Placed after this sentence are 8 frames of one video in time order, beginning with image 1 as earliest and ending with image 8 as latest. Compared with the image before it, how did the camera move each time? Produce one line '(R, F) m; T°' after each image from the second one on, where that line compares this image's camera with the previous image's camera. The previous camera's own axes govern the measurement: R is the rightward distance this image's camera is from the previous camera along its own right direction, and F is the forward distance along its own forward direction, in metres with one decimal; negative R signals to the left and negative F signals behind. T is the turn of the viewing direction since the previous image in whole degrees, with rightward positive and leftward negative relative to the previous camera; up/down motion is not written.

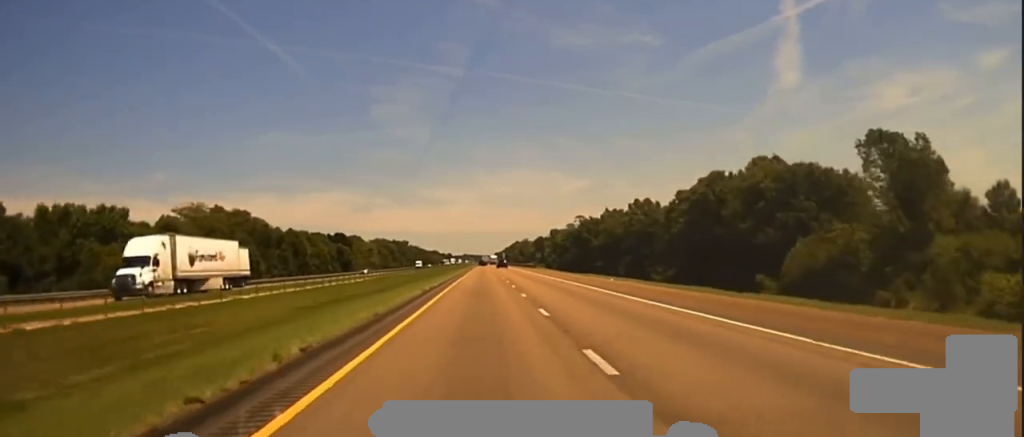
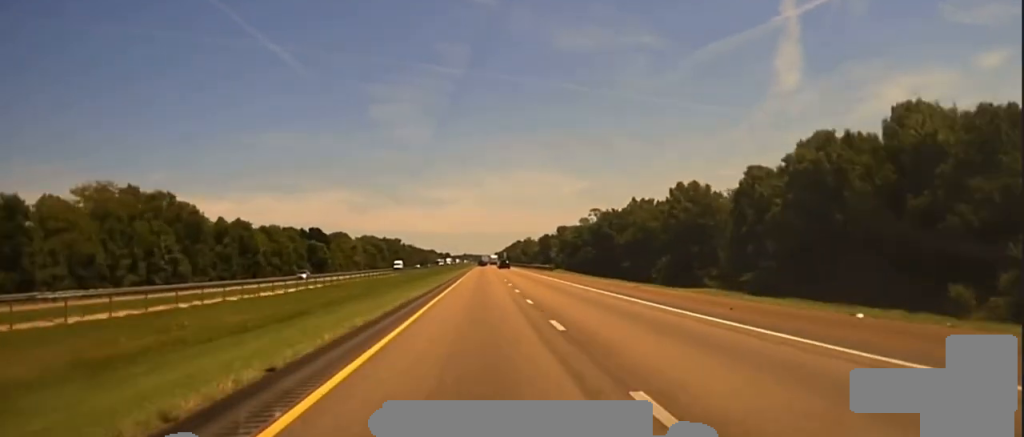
(-0.3, +41.0) m; 0°
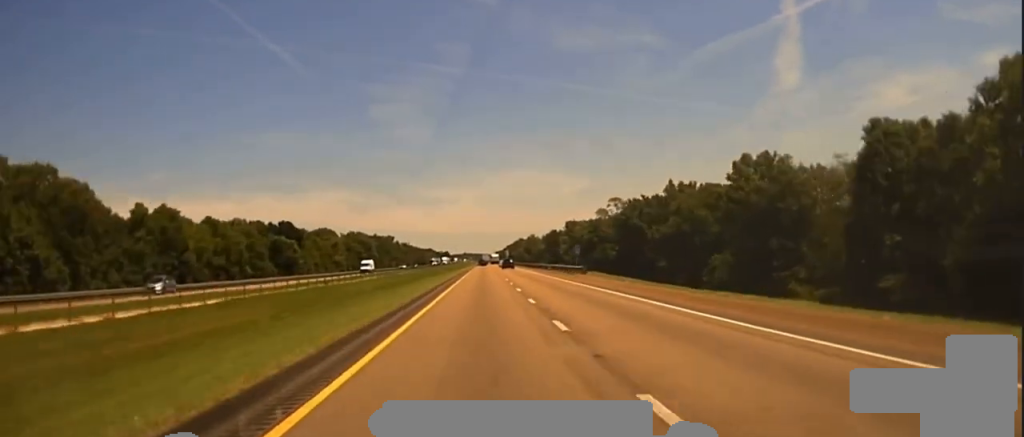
(-0.1, +36.6) m; 0°
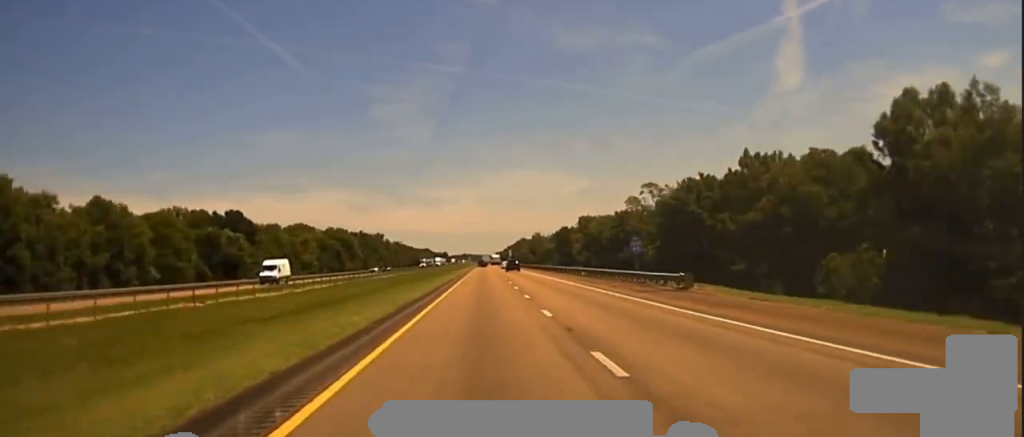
(+0.1, +43.4) m; 0°
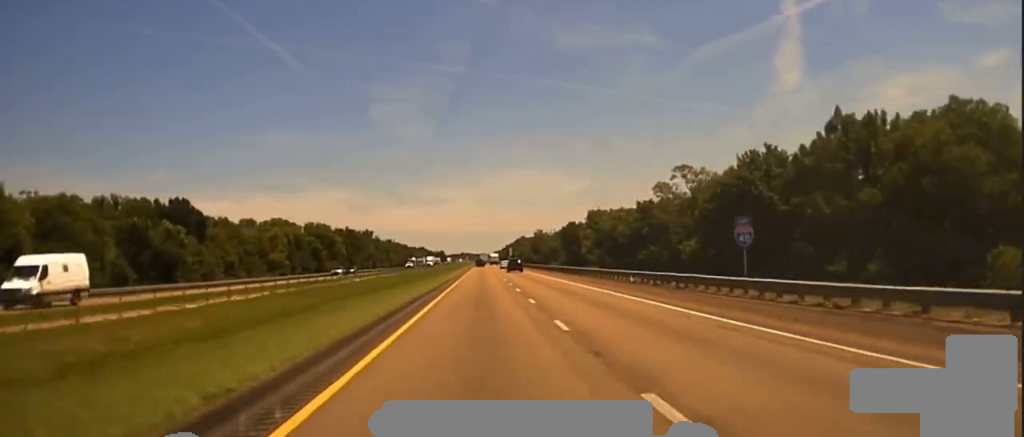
(+0.4, +29.2) m; 0°
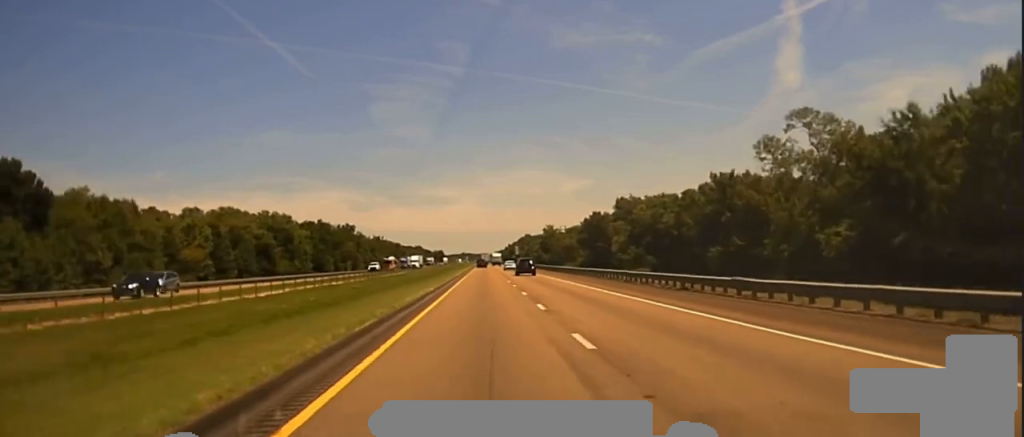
(-0.6, +52.1) m; -1°
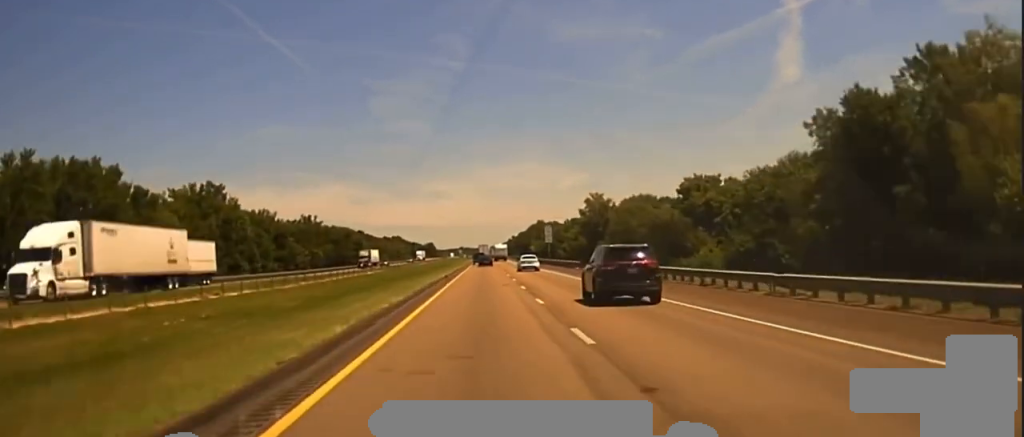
(+1.2, +139.1) m; +1°
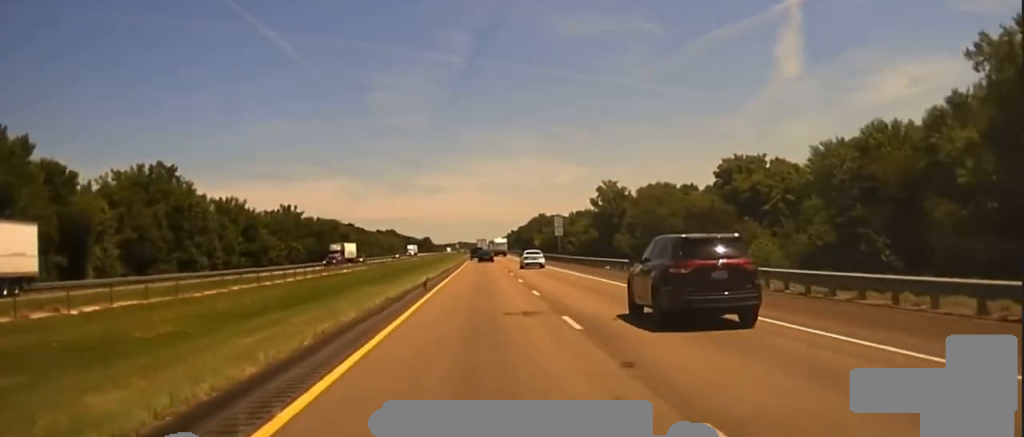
(0.0, +20.2) m; 0°
